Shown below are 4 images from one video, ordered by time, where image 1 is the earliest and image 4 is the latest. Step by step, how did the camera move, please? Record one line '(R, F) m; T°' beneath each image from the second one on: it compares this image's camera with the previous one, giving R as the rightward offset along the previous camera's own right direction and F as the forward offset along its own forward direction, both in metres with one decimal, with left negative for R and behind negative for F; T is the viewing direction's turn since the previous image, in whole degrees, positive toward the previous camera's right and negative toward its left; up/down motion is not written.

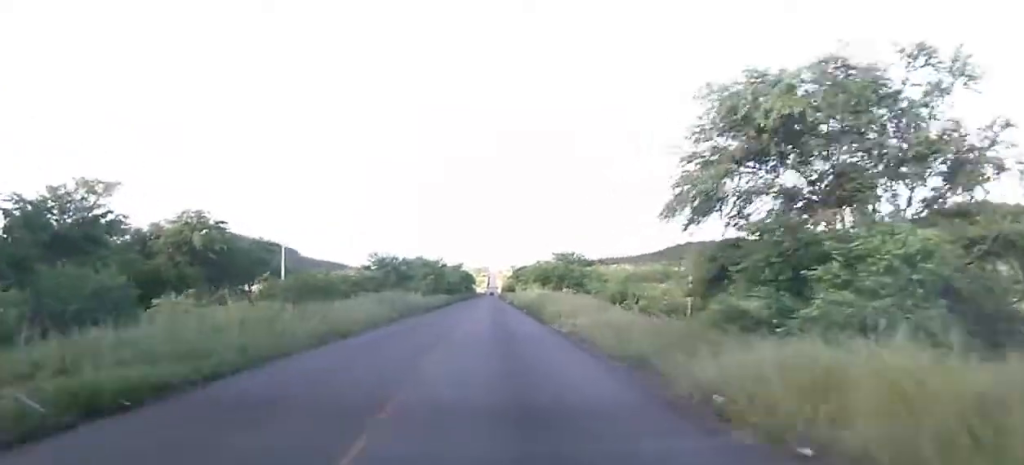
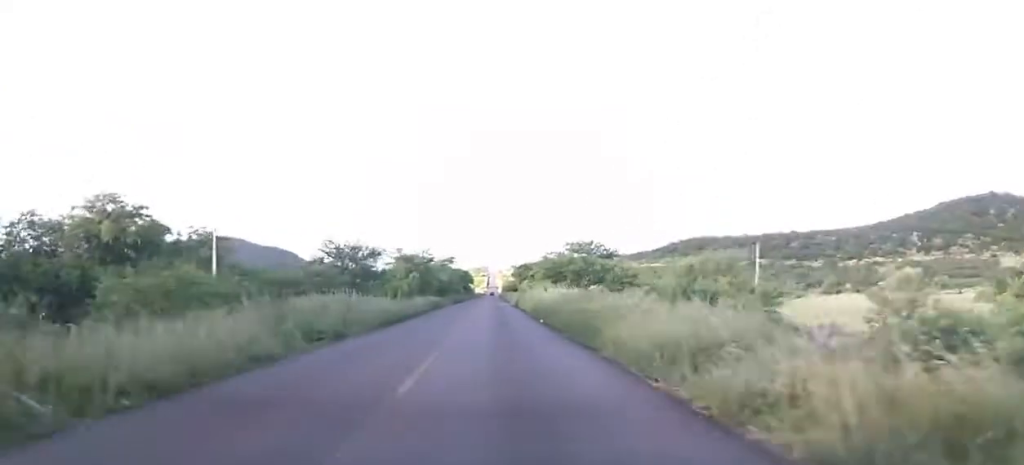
(+0.4, +17.6) m; 0°
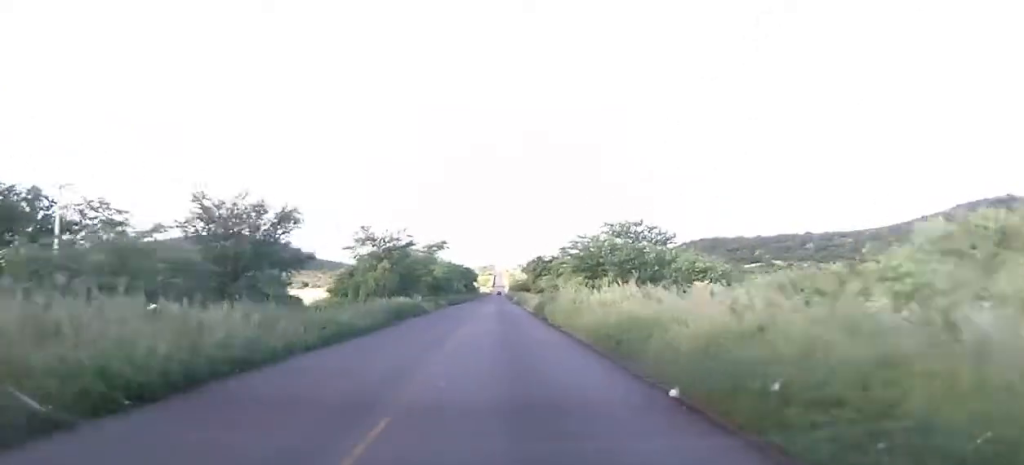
(-0.1, +21.6) m; 0°
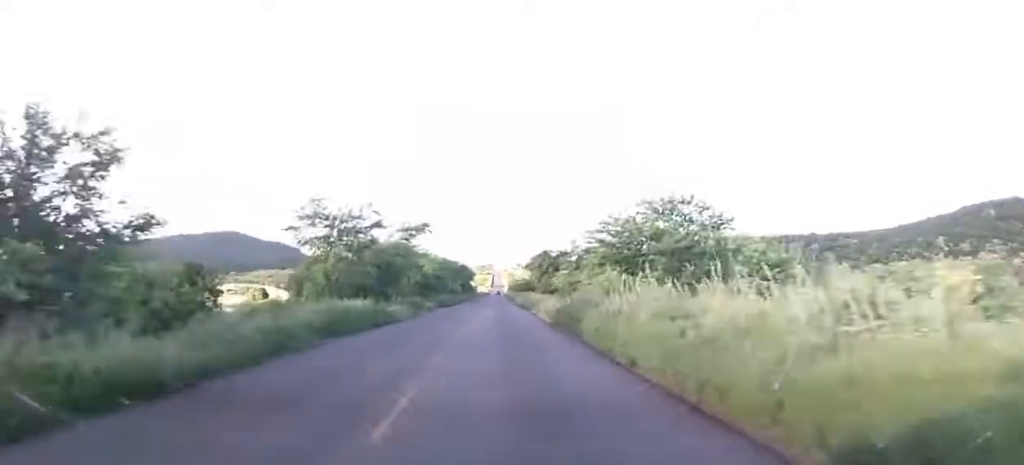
(-0.1, +13.3) m; 0°
